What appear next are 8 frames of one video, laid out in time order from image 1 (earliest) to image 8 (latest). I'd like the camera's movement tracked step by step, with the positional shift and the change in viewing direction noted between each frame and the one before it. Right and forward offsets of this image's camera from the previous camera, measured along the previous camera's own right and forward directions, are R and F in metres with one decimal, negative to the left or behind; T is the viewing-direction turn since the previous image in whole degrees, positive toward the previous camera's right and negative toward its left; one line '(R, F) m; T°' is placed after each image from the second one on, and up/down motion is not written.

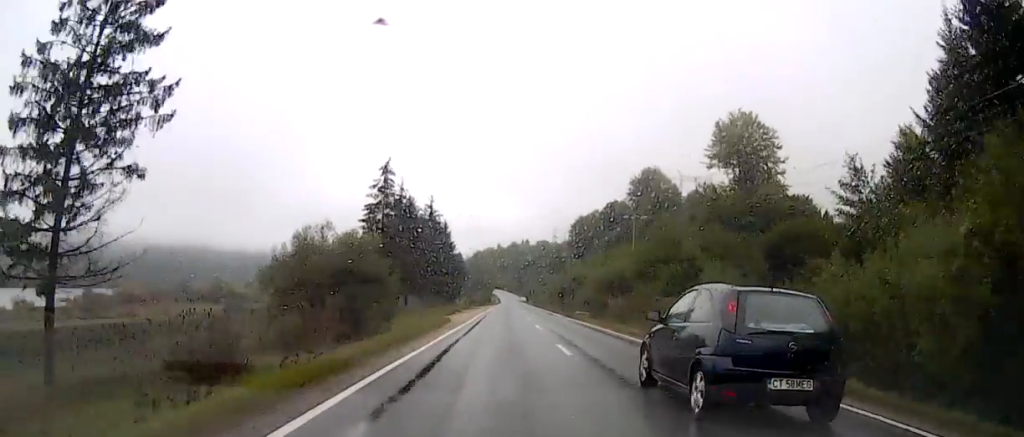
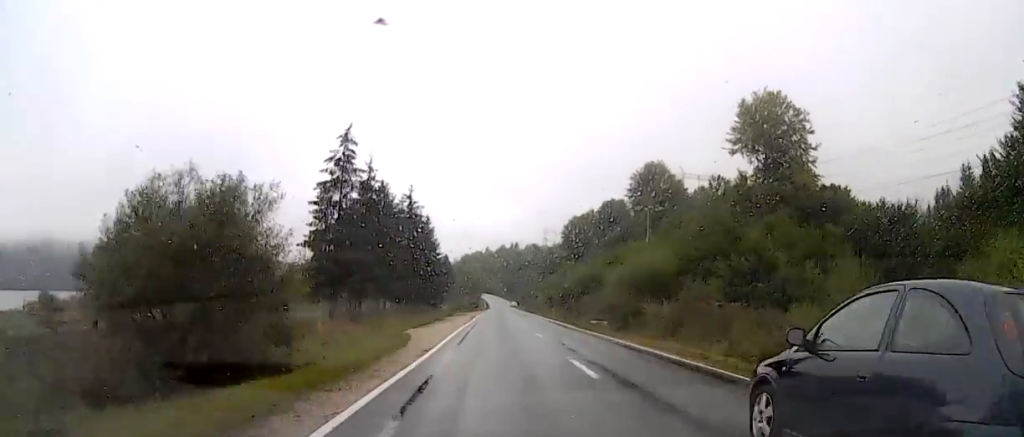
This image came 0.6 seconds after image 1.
(+0.1, +15.4) m; +1°
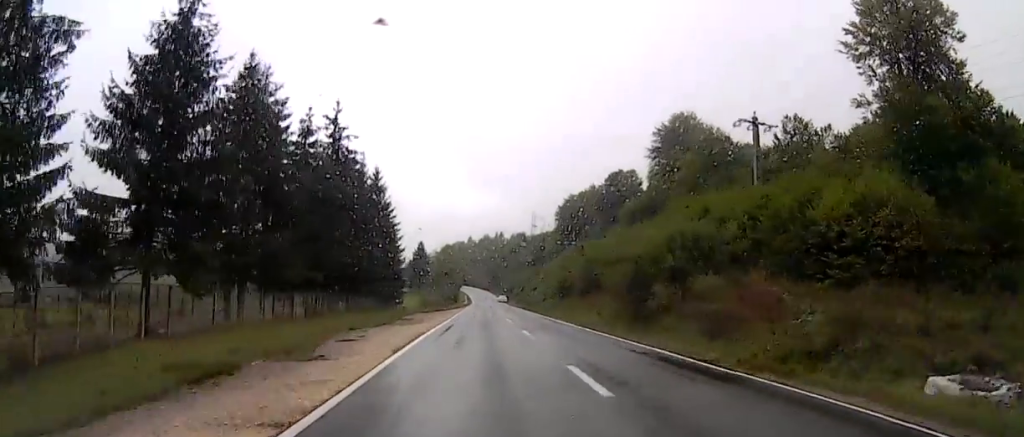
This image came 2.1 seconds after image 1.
(+0.6, +36.7) m; +1°
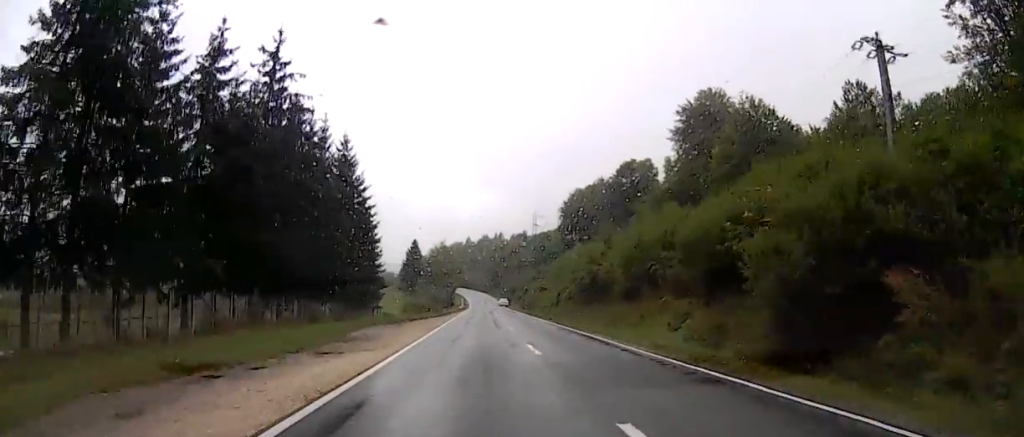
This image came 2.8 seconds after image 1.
(0.0, +16.6) m; 0°
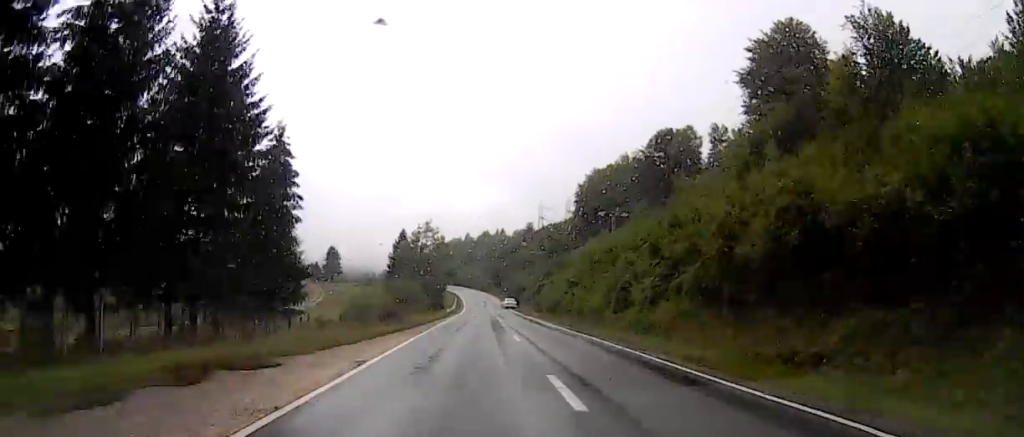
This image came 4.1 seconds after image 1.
(0.0, +27.6) m; +1°
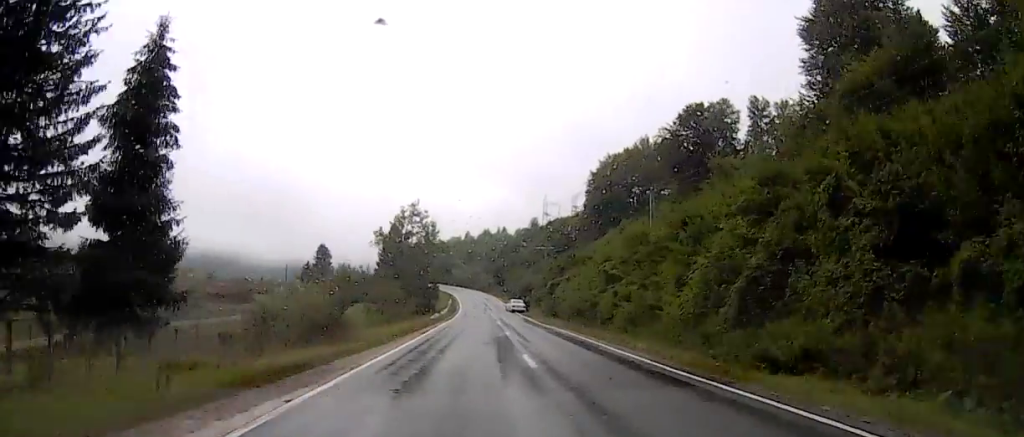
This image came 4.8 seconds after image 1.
(+0.1, +18.2) m; 0°
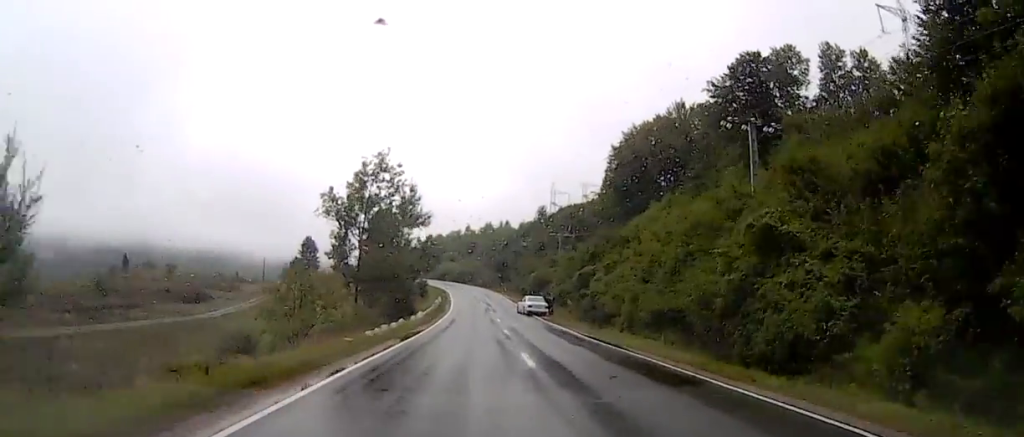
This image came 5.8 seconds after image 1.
(-0.1, +24.9) m; -1°
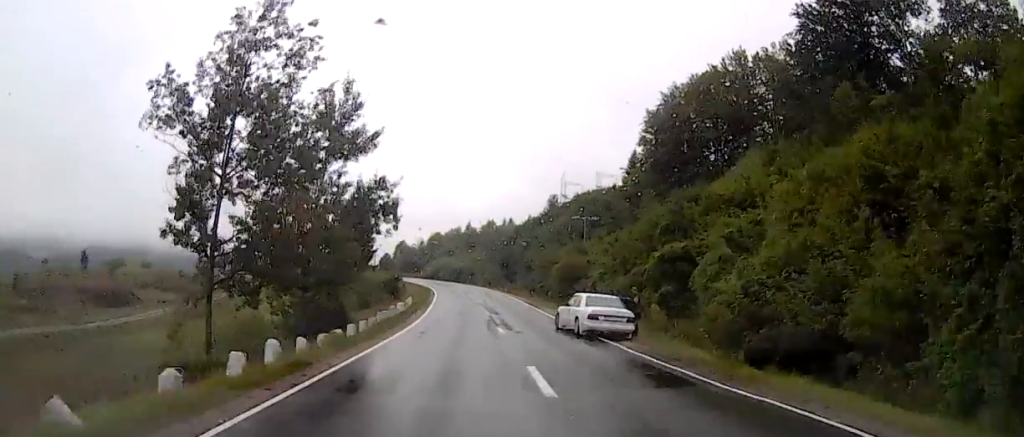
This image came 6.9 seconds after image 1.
(-0.2, +29.2) m; 0°
